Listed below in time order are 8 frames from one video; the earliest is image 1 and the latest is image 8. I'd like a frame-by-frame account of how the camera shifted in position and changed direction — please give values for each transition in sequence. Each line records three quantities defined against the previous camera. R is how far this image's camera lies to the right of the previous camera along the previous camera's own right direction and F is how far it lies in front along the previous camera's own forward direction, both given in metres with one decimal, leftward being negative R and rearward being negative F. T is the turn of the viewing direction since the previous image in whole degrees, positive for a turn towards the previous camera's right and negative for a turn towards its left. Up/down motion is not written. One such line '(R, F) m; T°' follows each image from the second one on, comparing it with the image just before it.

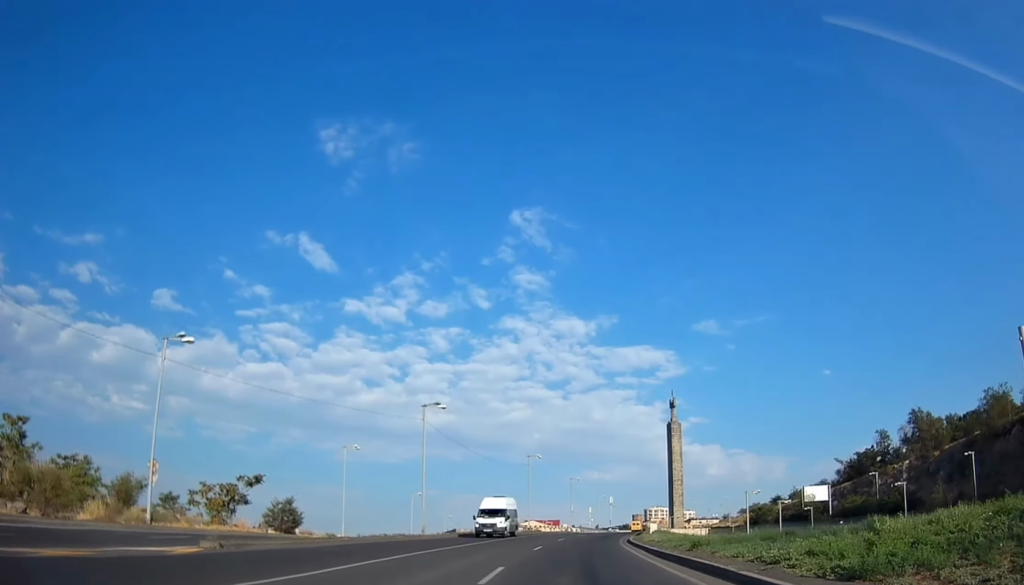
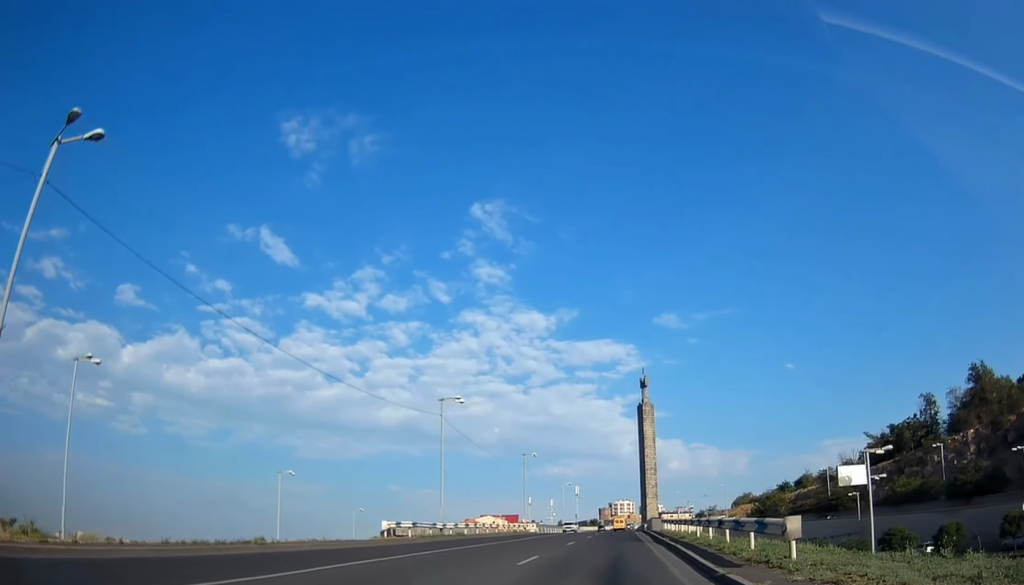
(+0.6, +36.0) m; +2°
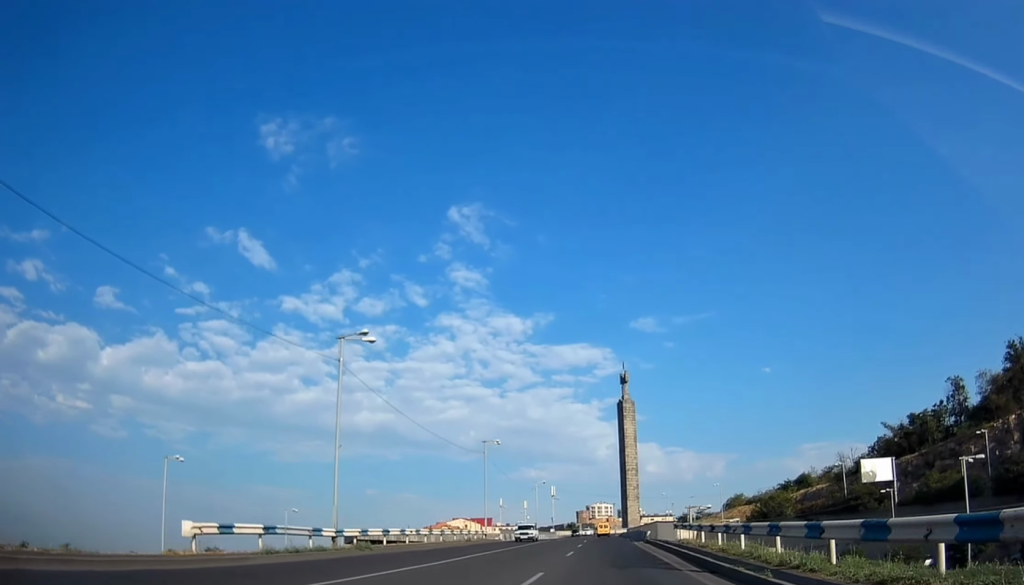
(+0.2, +17.0) m; +1°
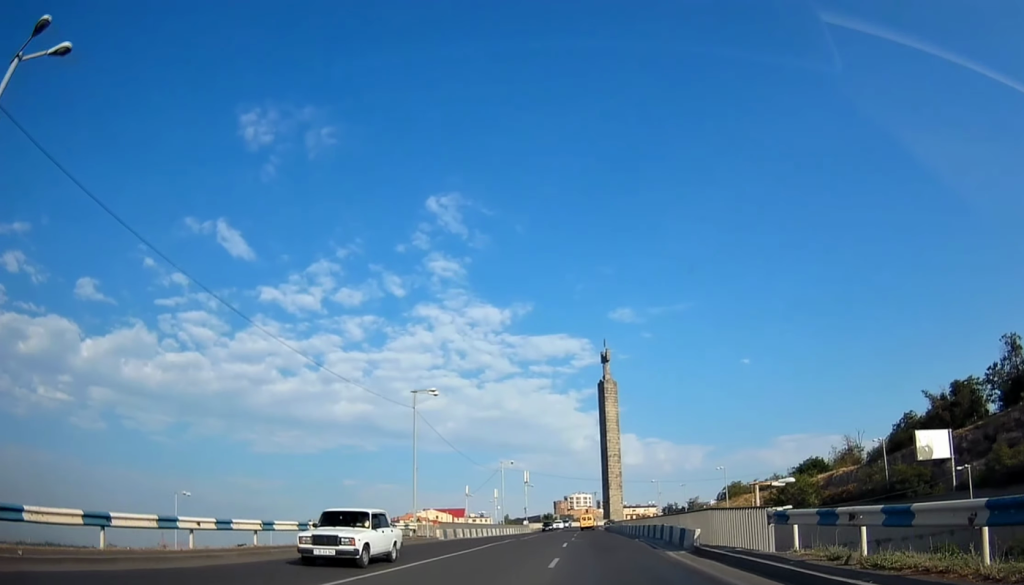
(+0.5, +21.3) m; +2°
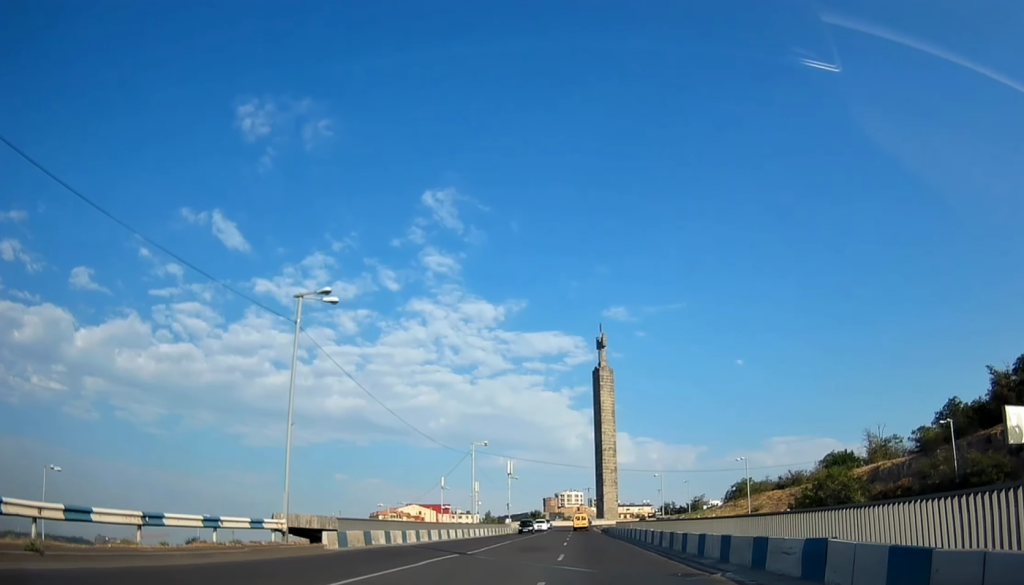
(-0.1, +18.8) m; +2°
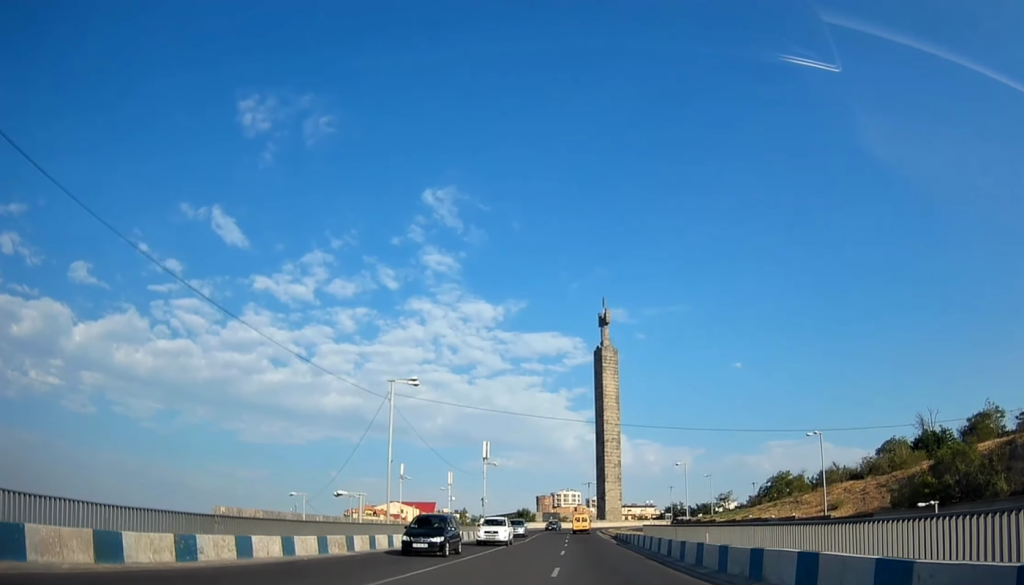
(+0.5, +29.6) m; 0°
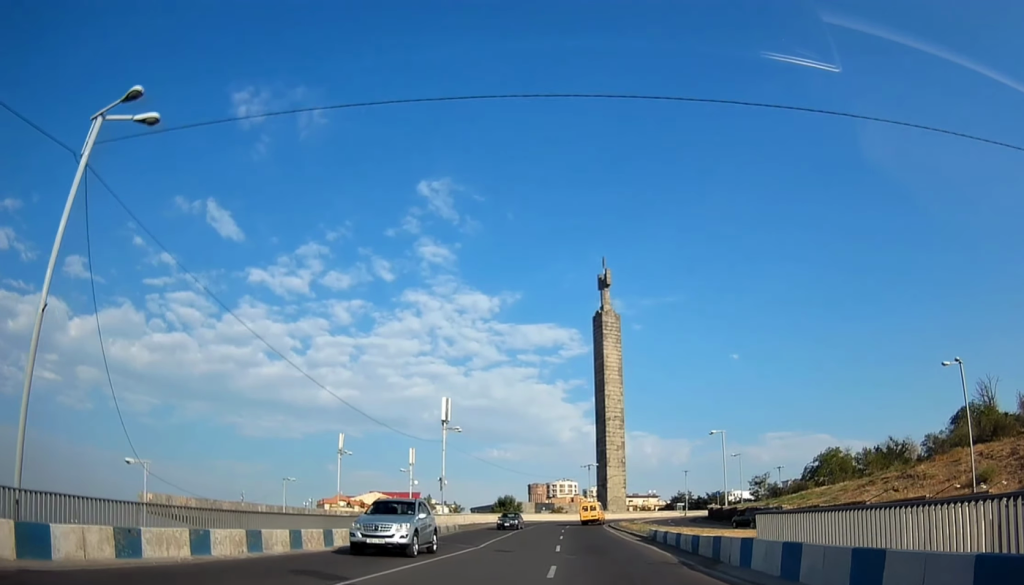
(0.0, +26.3) m; +2°
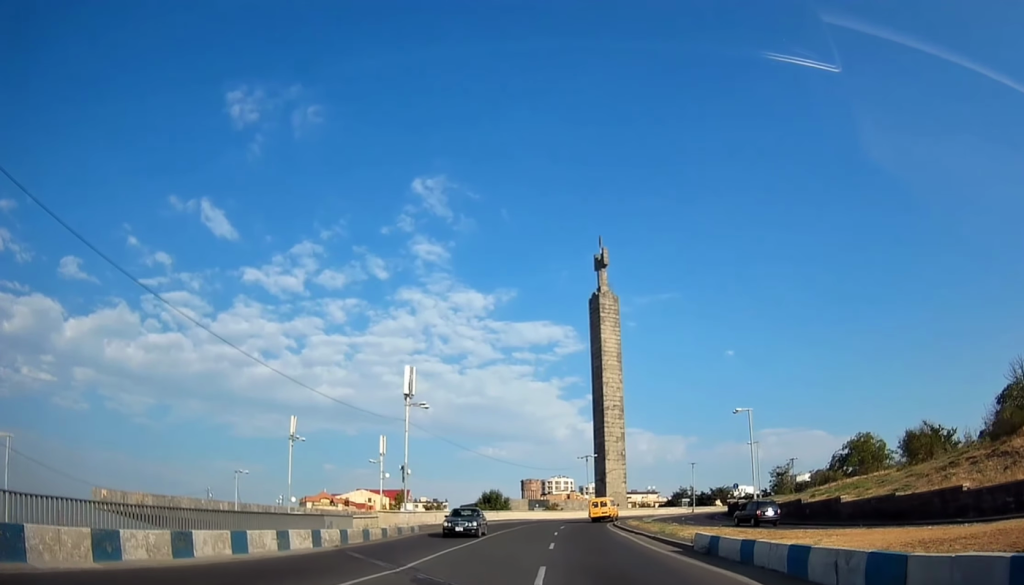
(+0.2, +12.6) m; +1°
